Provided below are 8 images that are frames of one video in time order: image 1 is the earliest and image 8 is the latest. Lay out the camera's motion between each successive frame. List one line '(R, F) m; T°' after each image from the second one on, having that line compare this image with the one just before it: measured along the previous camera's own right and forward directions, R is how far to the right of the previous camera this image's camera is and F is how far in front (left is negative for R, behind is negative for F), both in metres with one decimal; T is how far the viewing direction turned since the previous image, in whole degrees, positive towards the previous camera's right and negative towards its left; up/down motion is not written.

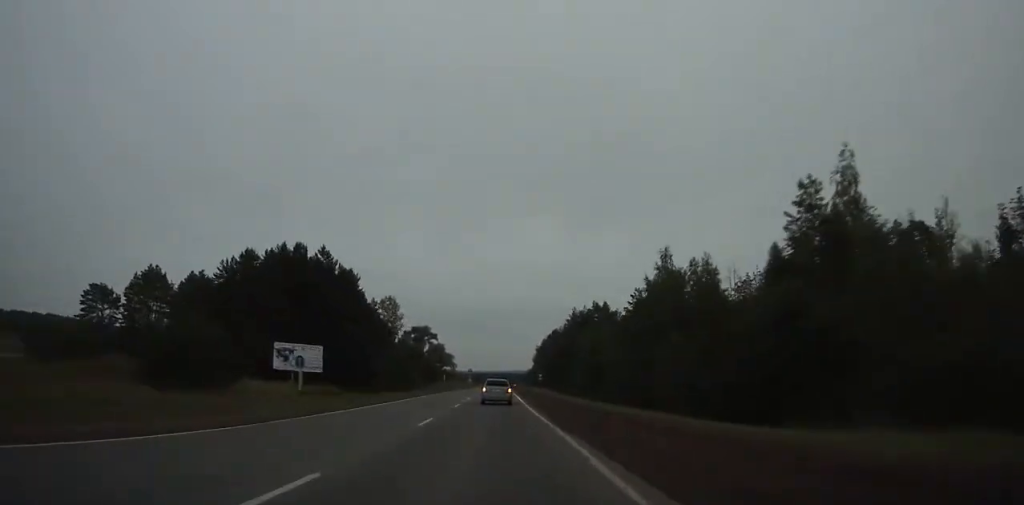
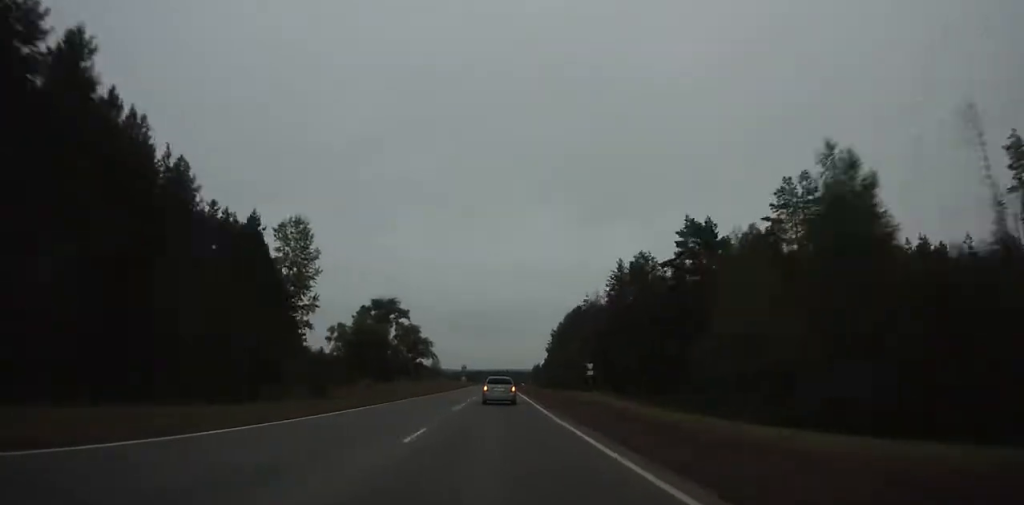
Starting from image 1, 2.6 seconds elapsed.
(-0.1, +64.9) m; 0°
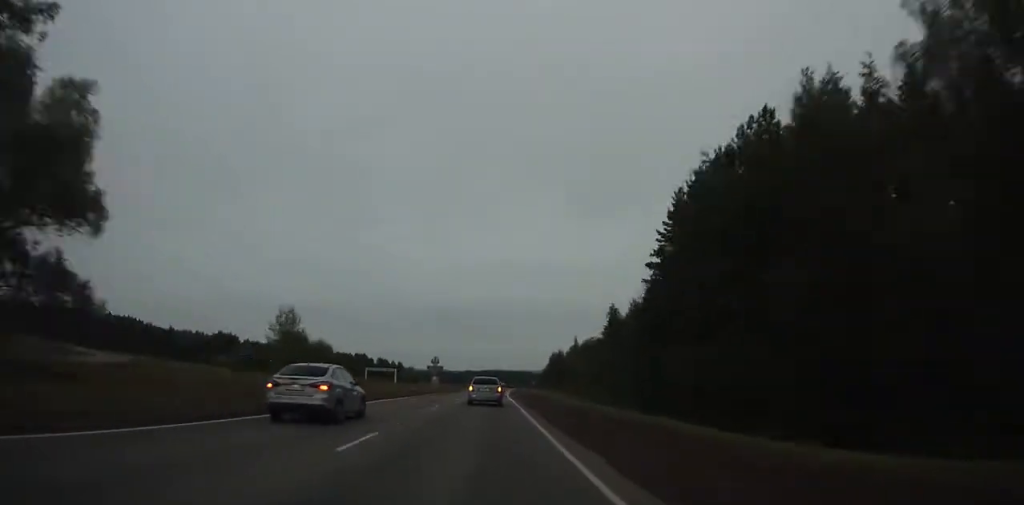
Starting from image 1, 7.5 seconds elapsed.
(+0.7, +121.6) m; +1°
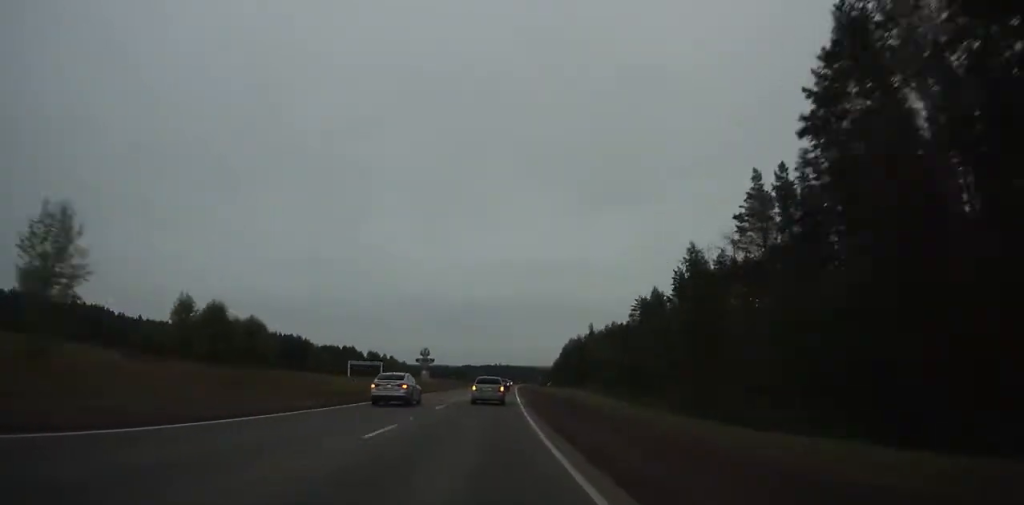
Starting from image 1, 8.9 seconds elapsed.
(0.0, +34.2) m; 0°
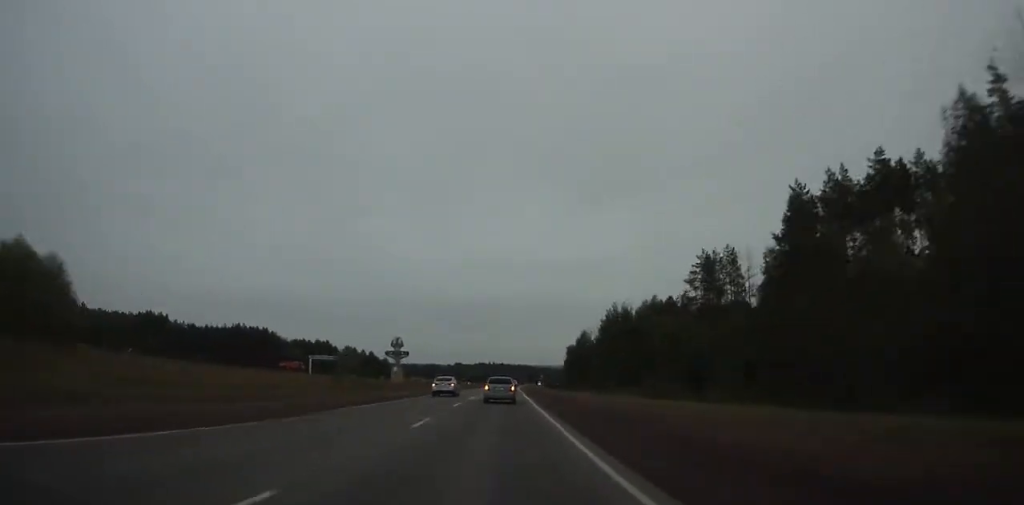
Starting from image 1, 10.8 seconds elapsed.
(0.0, +46.2) m; 0°
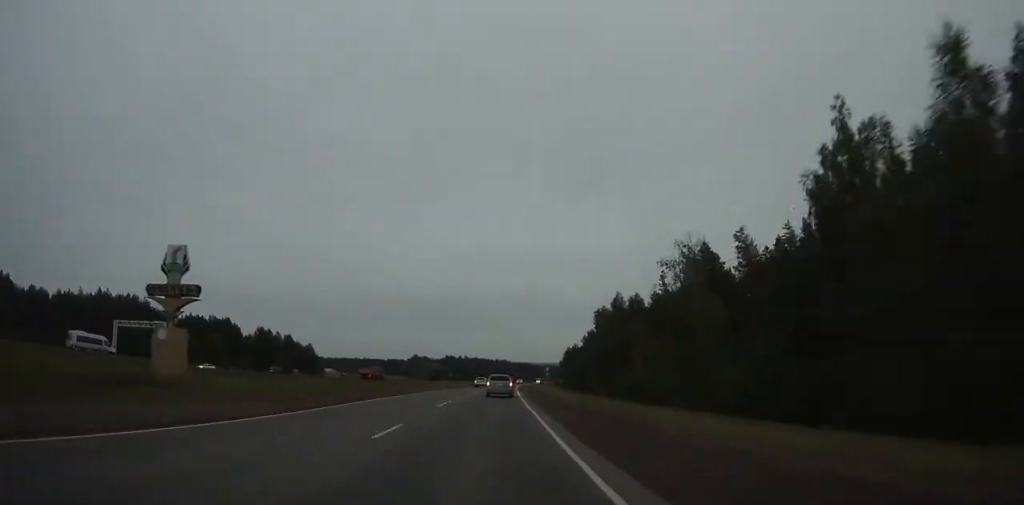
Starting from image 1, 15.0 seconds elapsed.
(+1.6, +100.1) m; +2°
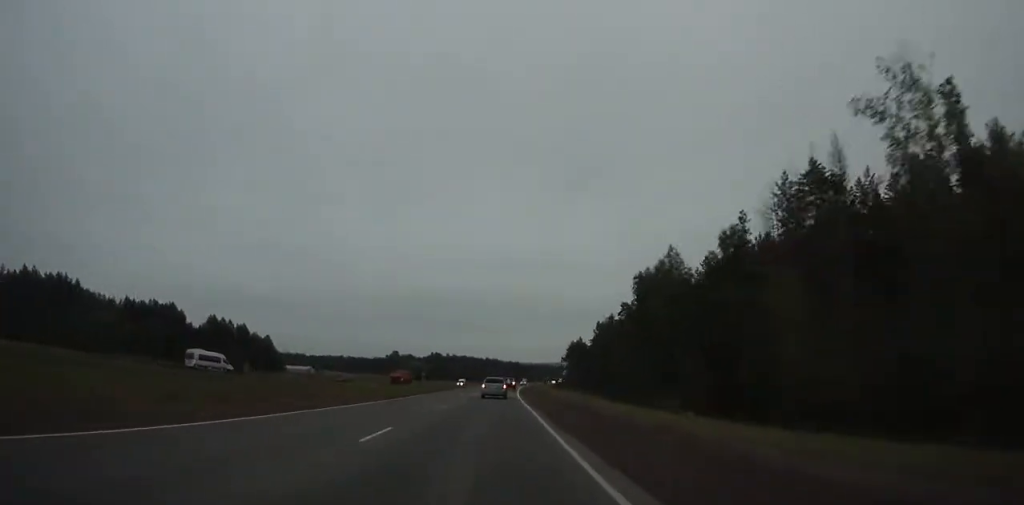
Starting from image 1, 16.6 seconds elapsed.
(+0.1, +37.7) m; +1°
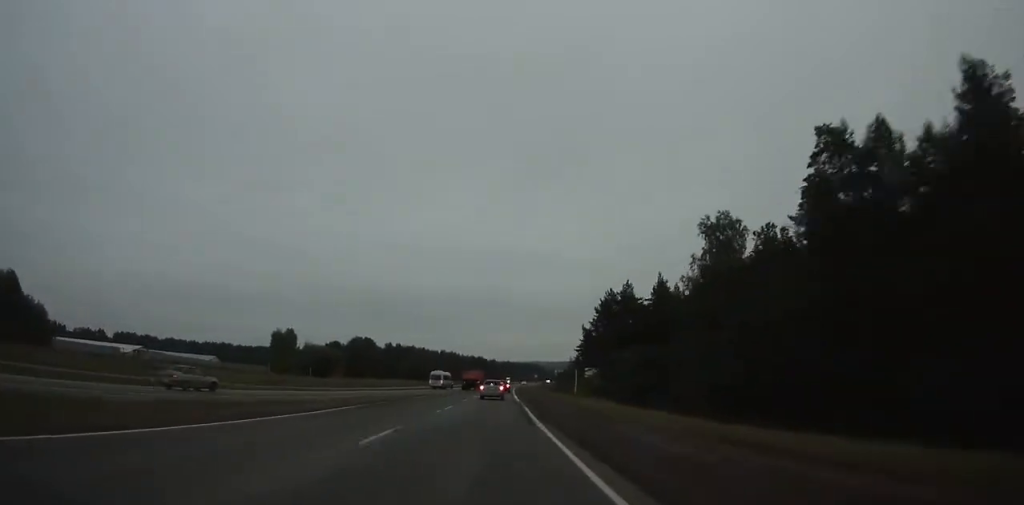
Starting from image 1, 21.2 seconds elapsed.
(+3.3, +105.4) m; +3°
